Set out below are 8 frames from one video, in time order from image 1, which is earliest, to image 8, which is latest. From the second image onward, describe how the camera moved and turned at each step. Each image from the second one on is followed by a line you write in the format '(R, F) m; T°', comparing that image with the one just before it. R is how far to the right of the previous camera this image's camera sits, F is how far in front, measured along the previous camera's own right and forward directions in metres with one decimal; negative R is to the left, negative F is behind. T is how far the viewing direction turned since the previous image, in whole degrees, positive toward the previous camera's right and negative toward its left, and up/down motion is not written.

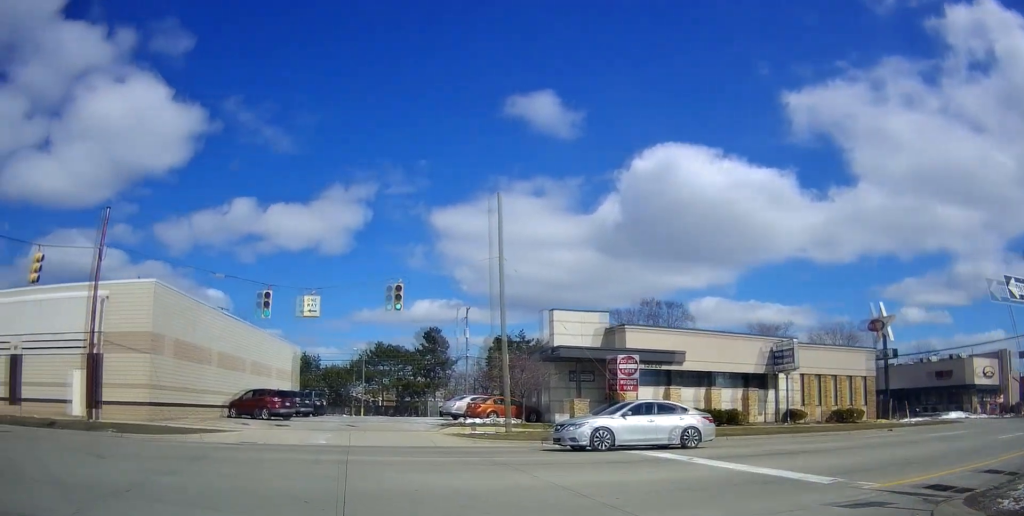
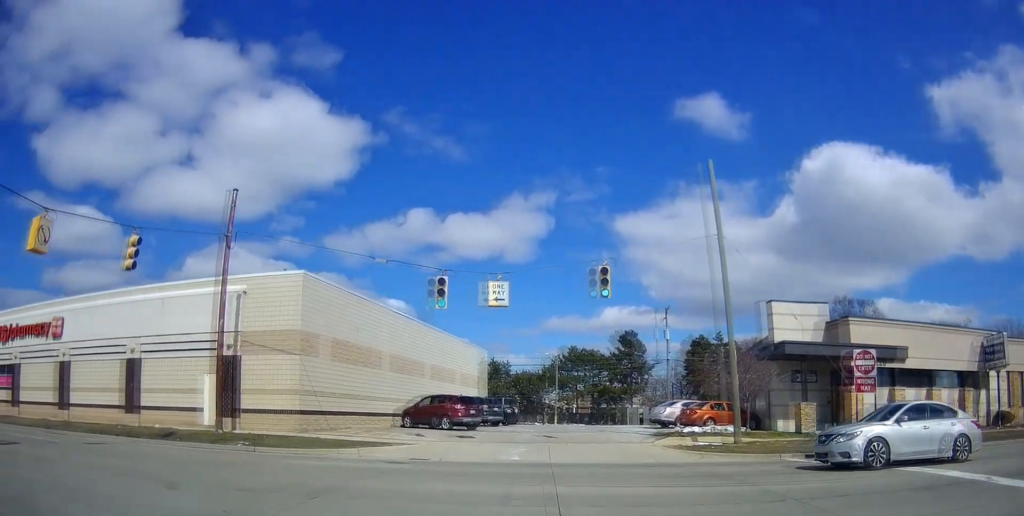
(-0.4, +4.1) m; -25°
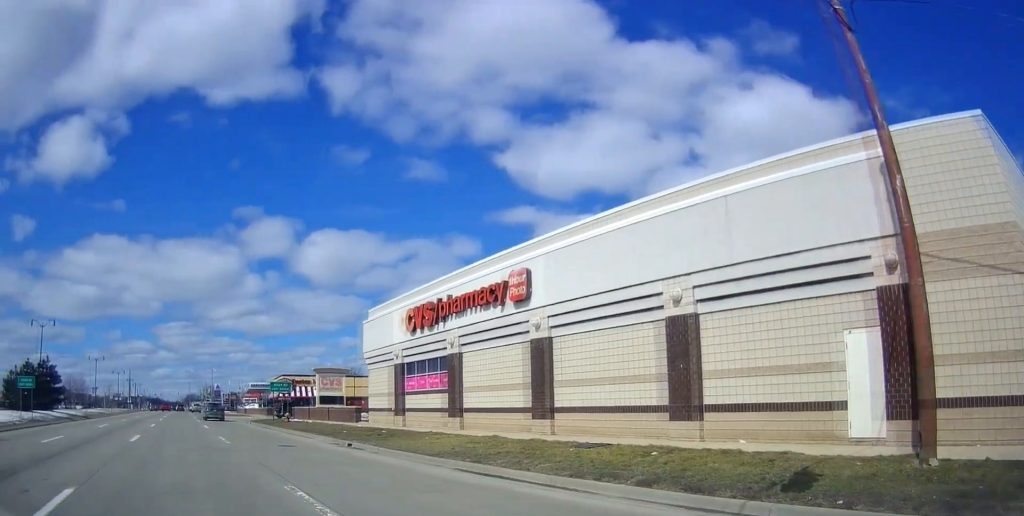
(-5.8, +13.8) m; -35°
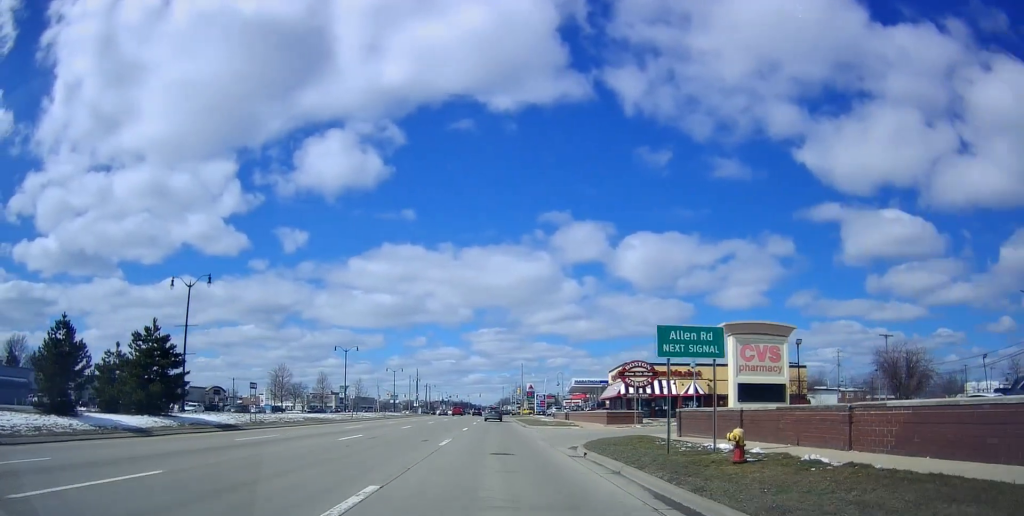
(-8.7, +31.3) m; -25°
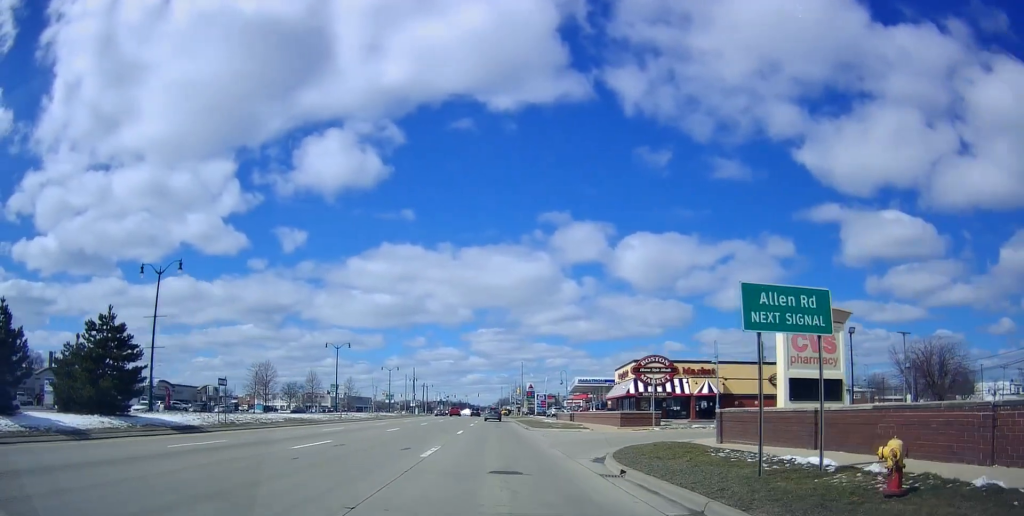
(-0.3, +5.3) m; -2°
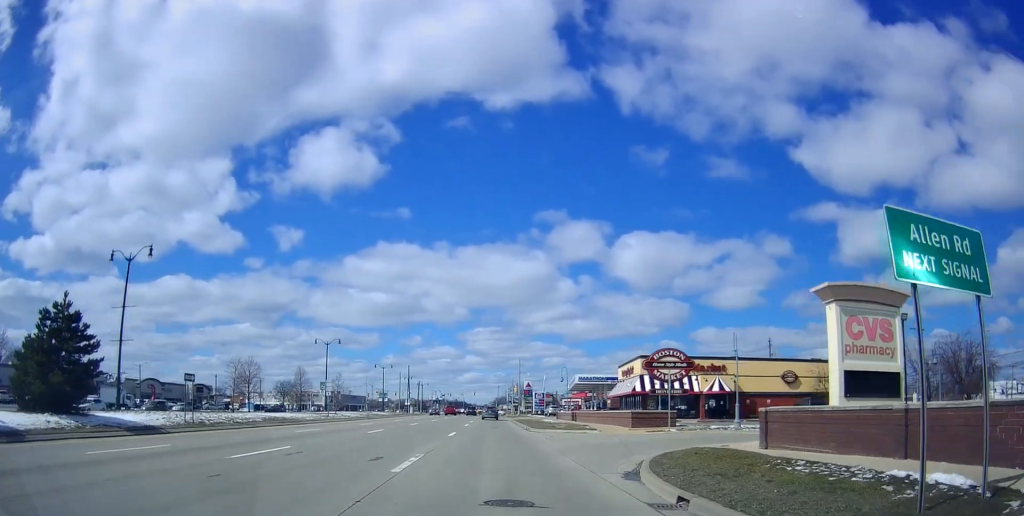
(-0.1, +4.2) m; -1°
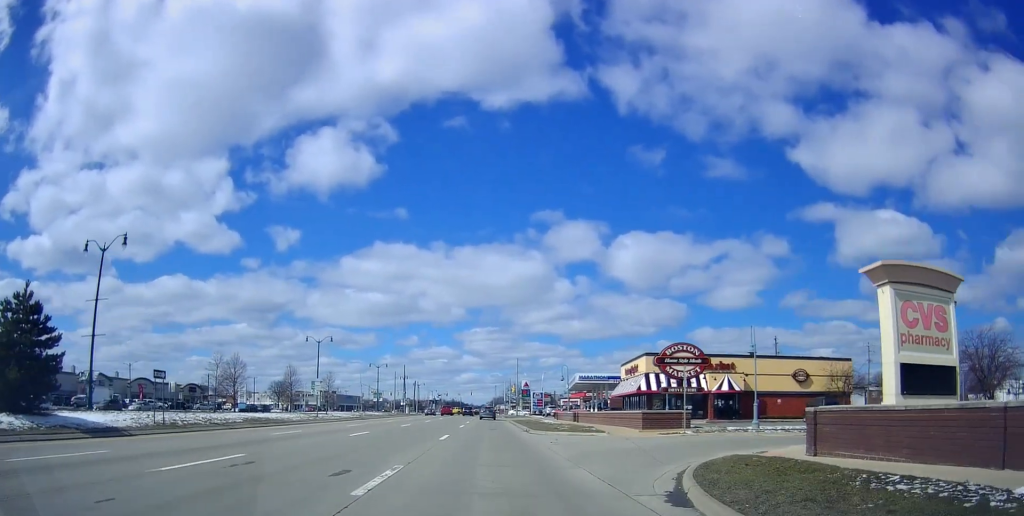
(0.0, +3.3) m; 0°
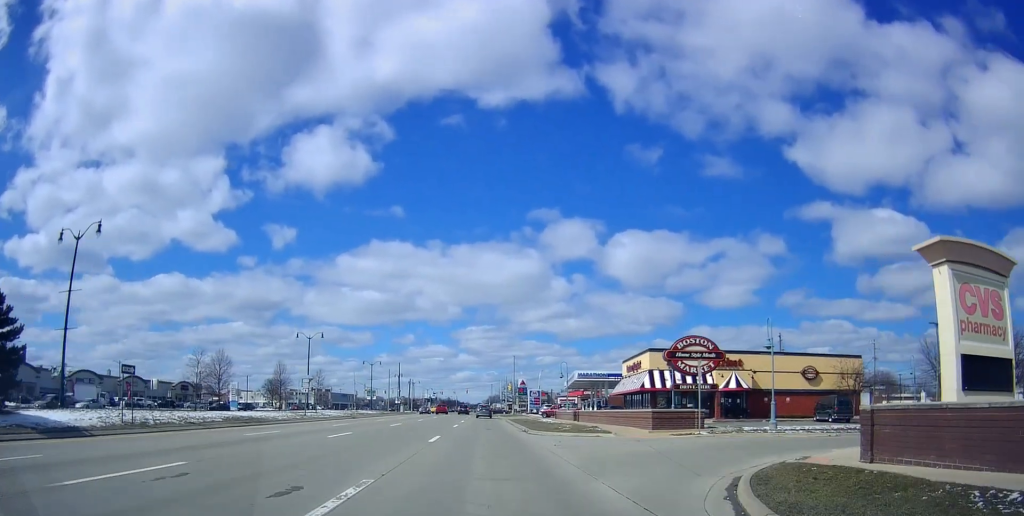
(0.0, +3.1) m; +1°
